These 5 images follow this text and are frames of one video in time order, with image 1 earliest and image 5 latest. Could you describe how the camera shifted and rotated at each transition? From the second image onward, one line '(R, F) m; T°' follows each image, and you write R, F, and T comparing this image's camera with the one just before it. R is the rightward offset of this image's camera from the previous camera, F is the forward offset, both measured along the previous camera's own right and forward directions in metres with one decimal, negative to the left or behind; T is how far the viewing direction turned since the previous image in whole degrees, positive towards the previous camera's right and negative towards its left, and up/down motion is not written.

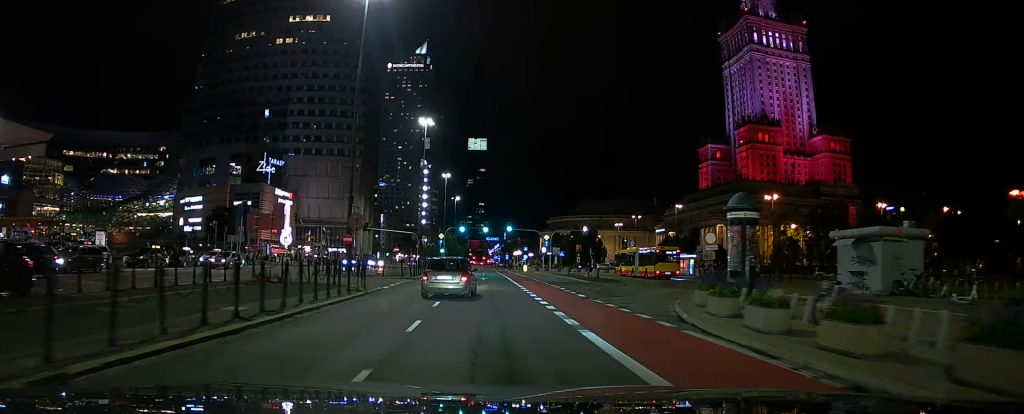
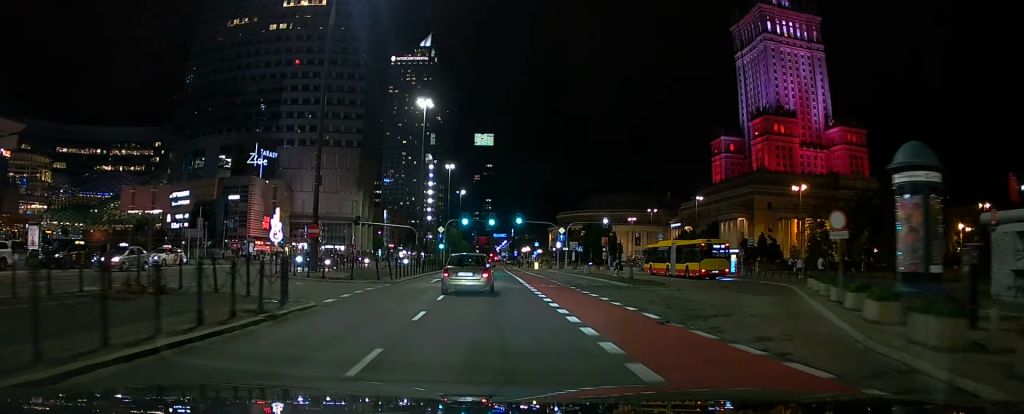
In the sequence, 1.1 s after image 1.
(-0.1, +10.4) m; -1°
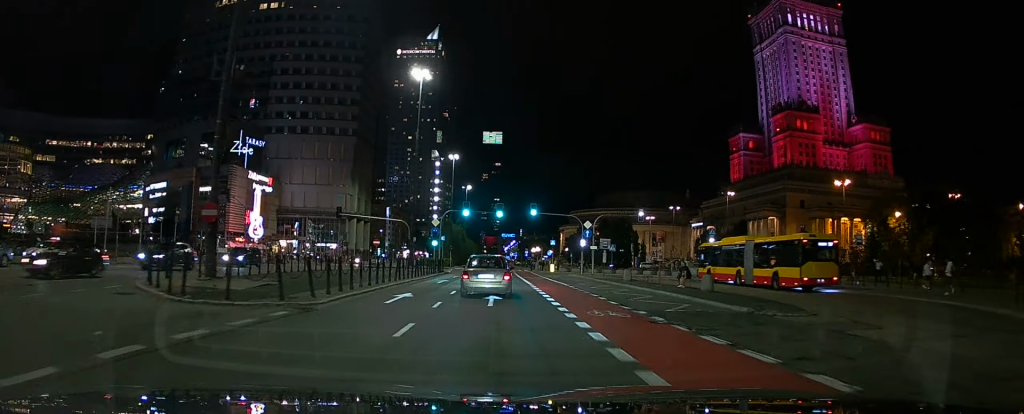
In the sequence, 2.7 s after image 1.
(-0.1, +14.6) m; 0°
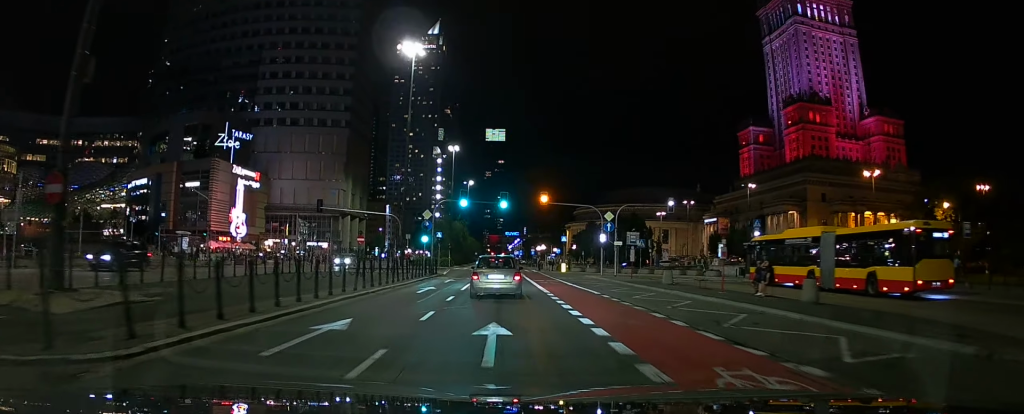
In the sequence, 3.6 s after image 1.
(+0.1, +9.5) m; 0°
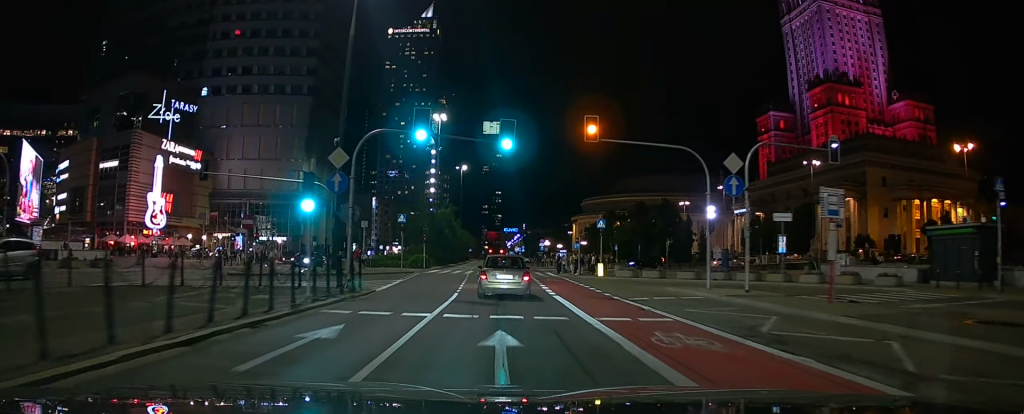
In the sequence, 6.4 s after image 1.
(-0.1, +26.6) m; 0°
